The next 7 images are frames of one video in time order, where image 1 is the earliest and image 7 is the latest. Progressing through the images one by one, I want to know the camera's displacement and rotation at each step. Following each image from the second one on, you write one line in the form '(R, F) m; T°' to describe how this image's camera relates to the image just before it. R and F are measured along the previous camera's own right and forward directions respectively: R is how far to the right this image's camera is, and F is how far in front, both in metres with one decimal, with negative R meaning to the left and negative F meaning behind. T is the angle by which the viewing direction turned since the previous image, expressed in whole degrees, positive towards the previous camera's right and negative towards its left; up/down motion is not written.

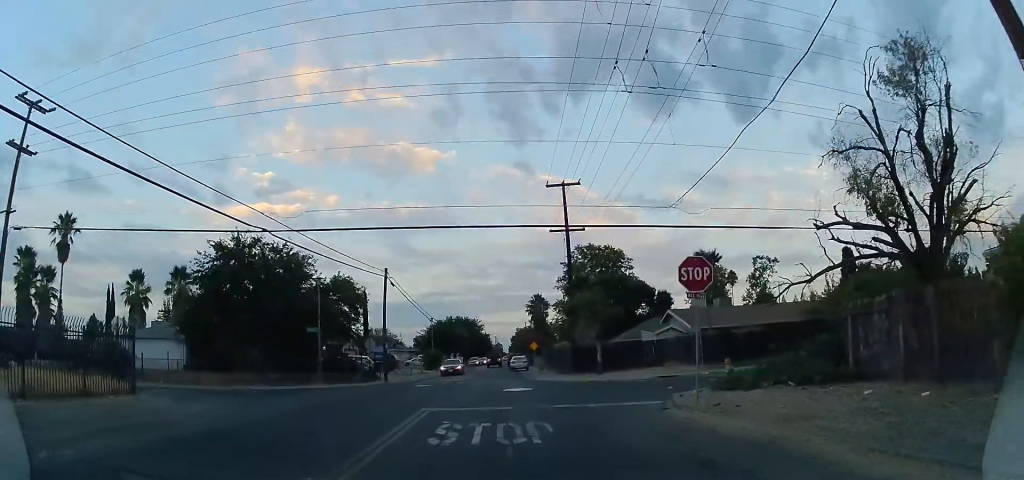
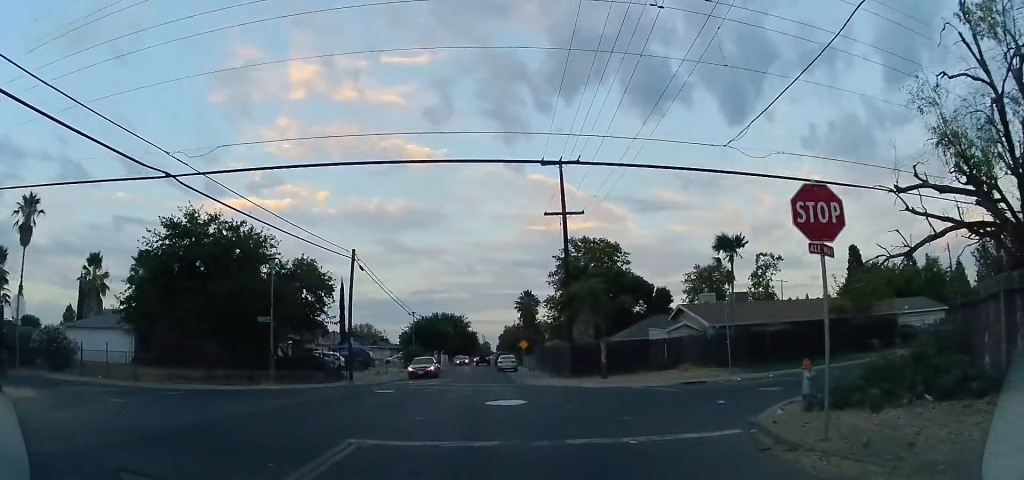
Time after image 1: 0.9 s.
(0.0, +5.6) m; 0°
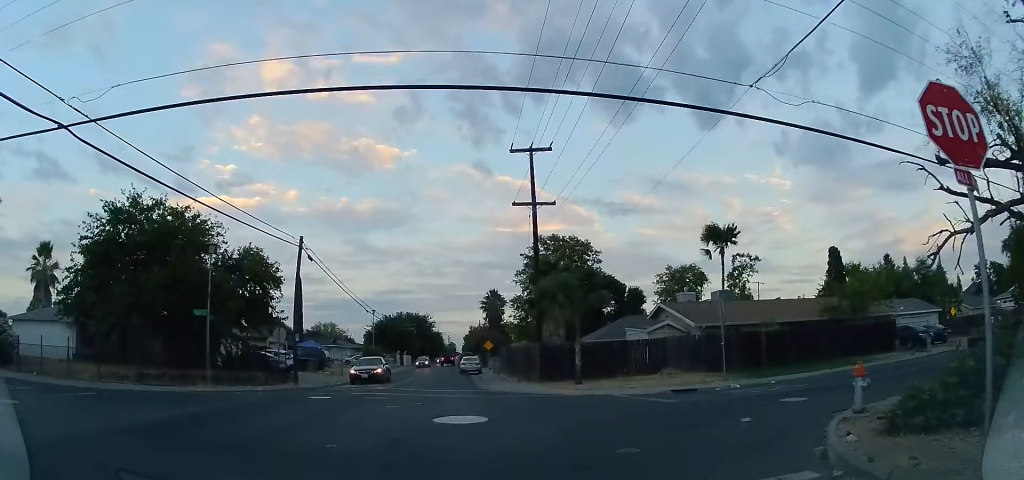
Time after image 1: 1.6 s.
(0.0, +3.7) m; +5°
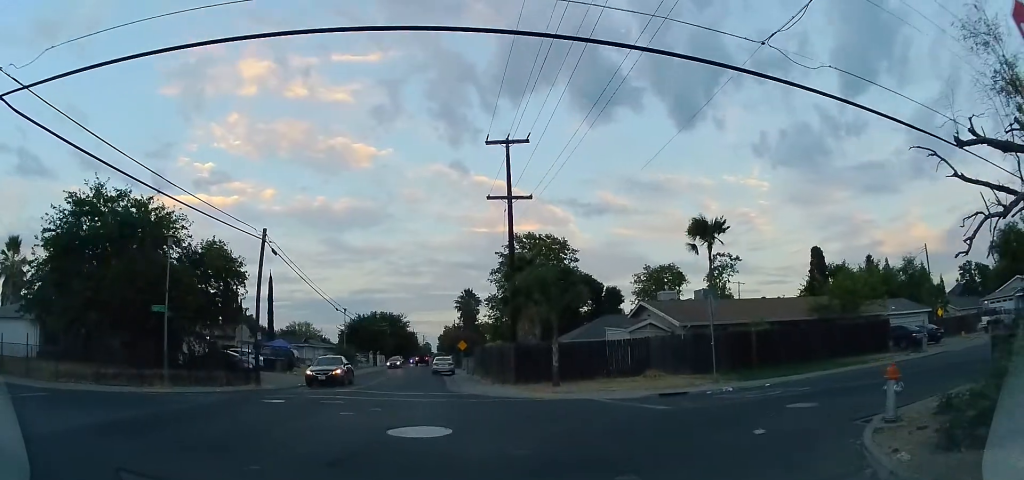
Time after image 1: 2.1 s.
(0.0, +2.2) m; +3°
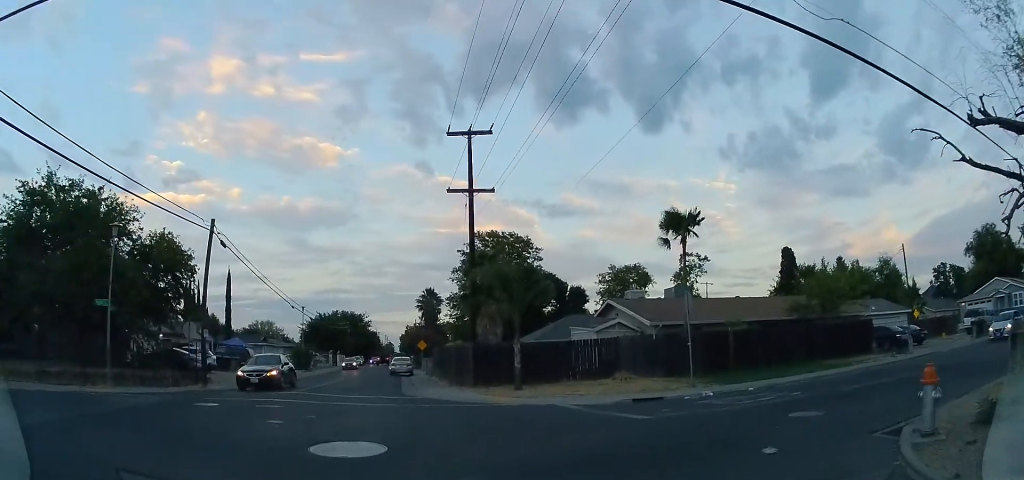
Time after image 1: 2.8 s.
(+0.4, +2.6) m; +5°
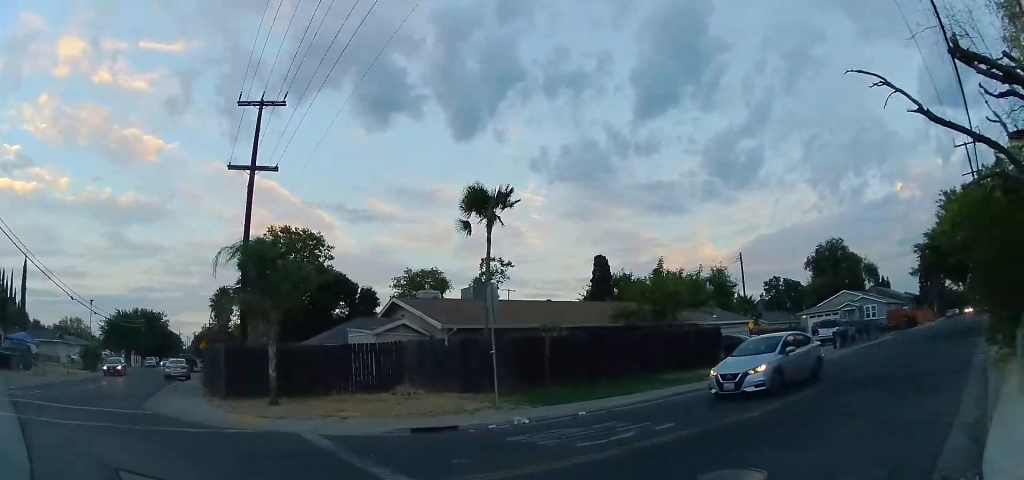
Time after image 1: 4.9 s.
(+0.6, +4.3) m; +35°
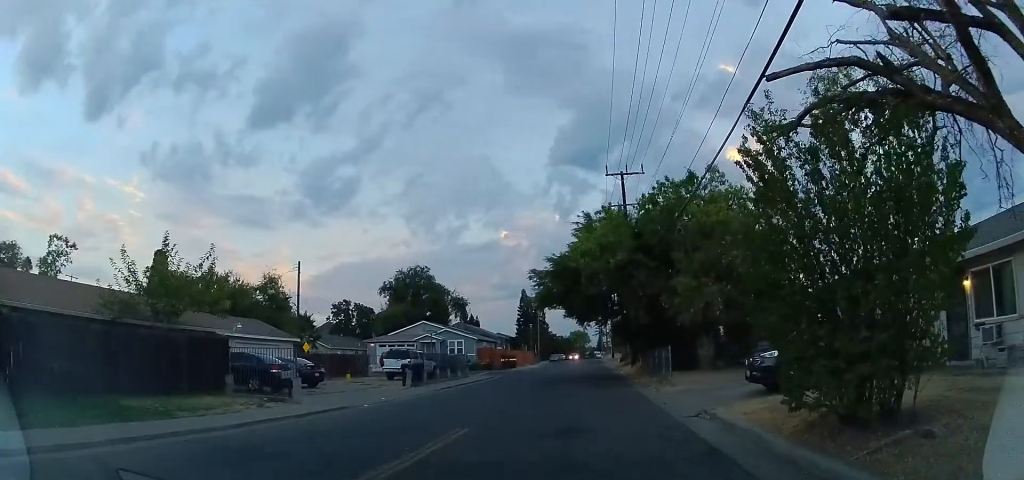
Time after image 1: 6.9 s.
(+2.5, +6.3) m; +32°
